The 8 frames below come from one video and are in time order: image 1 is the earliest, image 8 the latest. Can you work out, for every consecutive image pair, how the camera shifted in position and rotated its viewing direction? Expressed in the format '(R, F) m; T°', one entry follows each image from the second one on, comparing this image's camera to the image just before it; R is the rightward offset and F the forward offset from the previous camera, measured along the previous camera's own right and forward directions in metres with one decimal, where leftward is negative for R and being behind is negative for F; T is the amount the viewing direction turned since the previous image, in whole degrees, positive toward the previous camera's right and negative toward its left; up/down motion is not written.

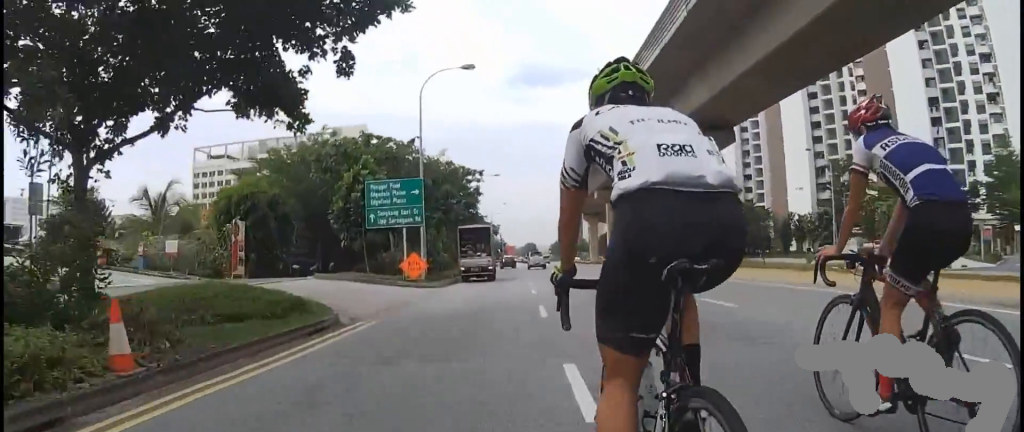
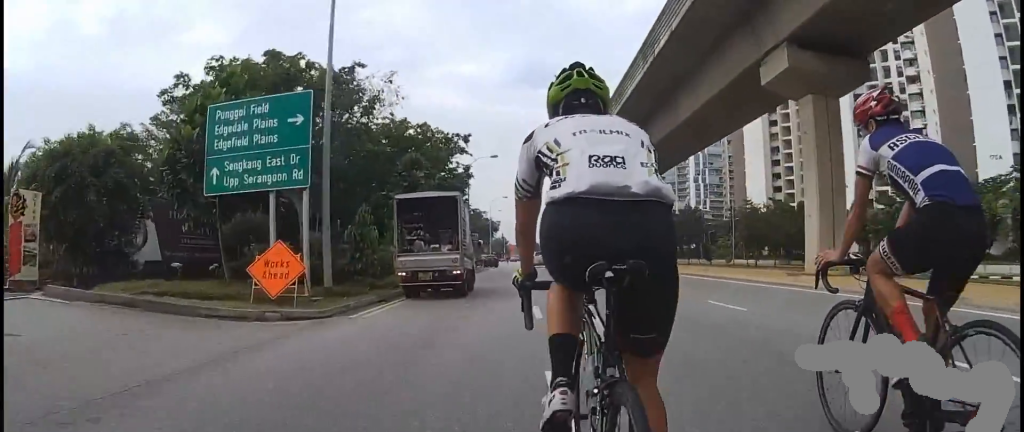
(-2.3, +12.3) m; -5°
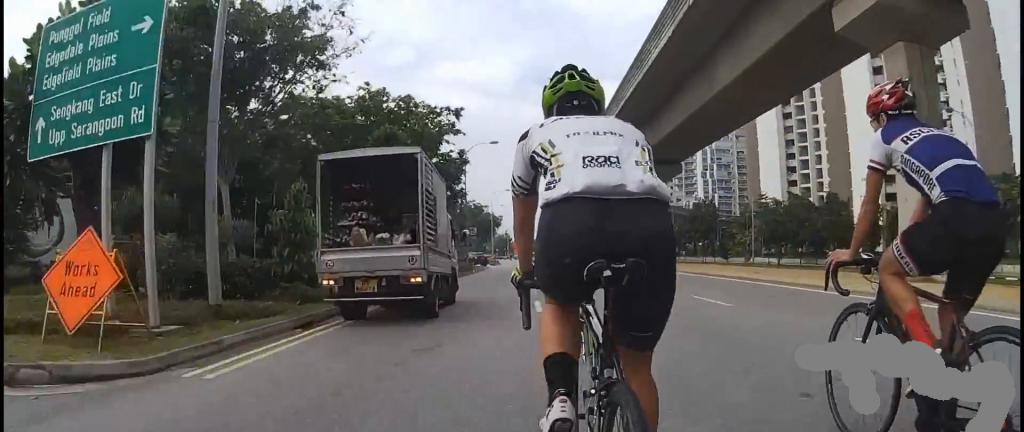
(+1.1, +5.0) m; +7°
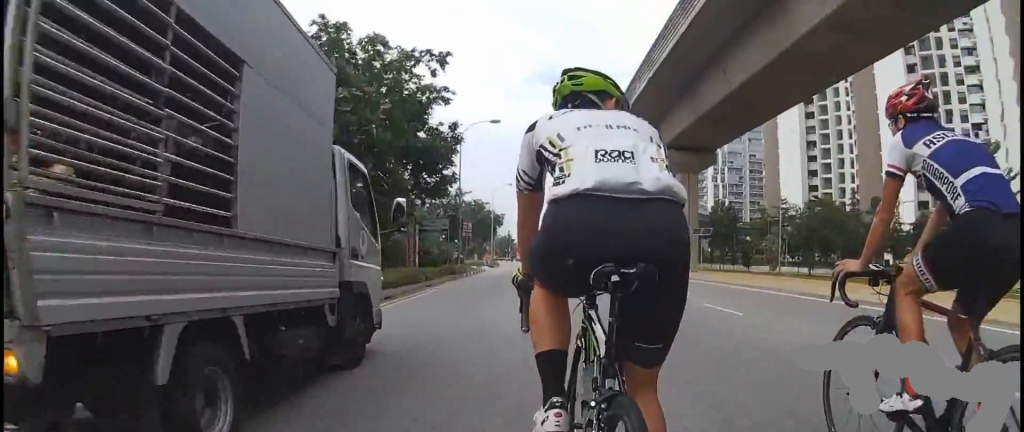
(+0.7, +6.6) m; +2°
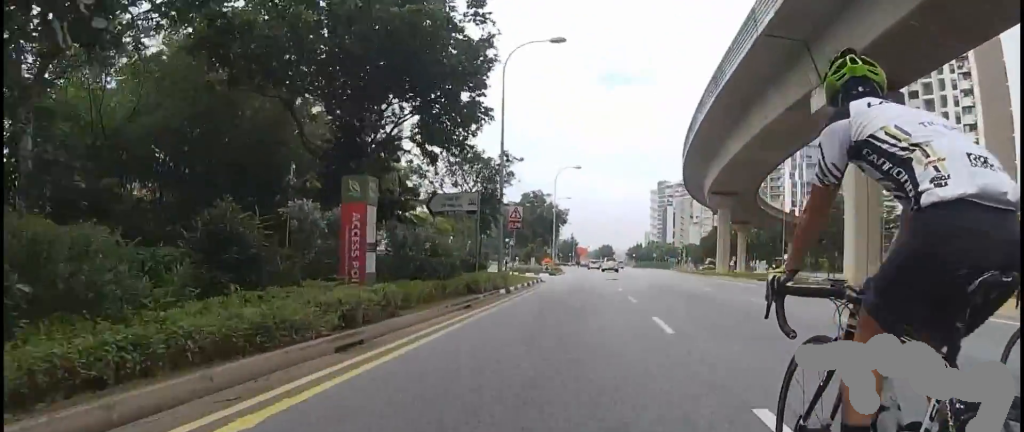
(-2.5, +13.5) m; -10°
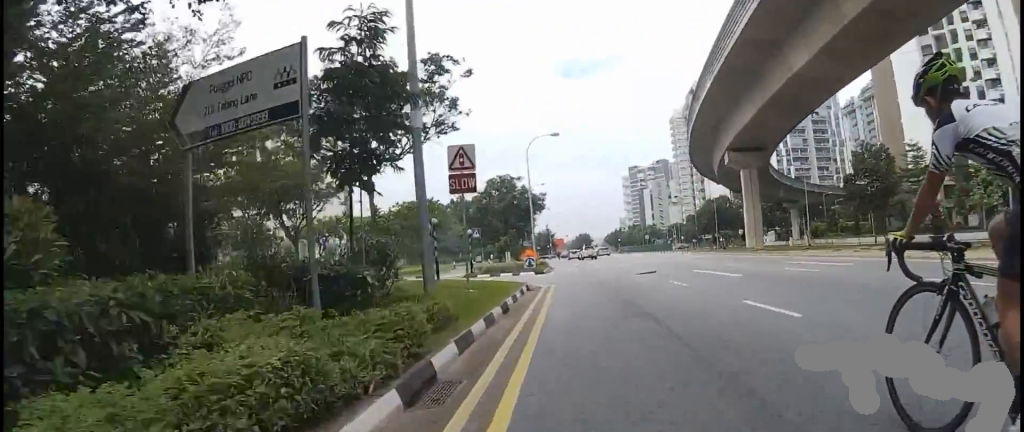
(+1.5, +13.7) m; +3°
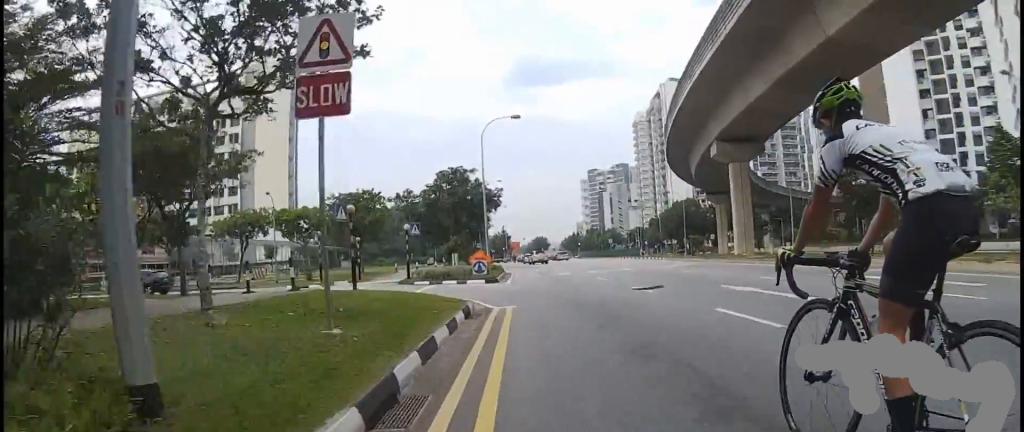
(-0.5, +6.6) m; -3°
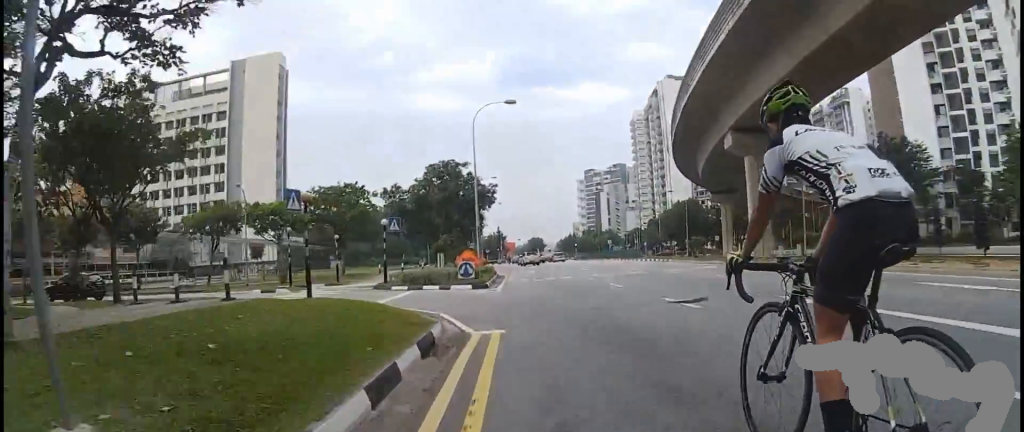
(+0.2, +3.7) m; 0°
